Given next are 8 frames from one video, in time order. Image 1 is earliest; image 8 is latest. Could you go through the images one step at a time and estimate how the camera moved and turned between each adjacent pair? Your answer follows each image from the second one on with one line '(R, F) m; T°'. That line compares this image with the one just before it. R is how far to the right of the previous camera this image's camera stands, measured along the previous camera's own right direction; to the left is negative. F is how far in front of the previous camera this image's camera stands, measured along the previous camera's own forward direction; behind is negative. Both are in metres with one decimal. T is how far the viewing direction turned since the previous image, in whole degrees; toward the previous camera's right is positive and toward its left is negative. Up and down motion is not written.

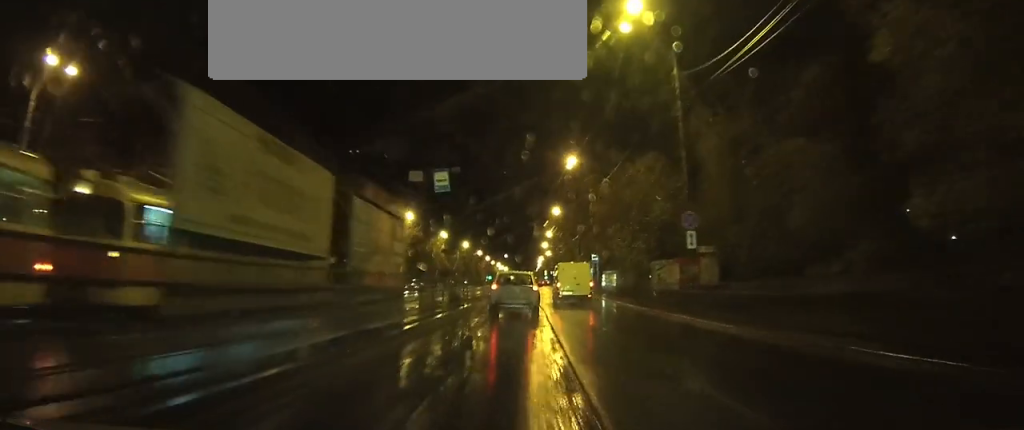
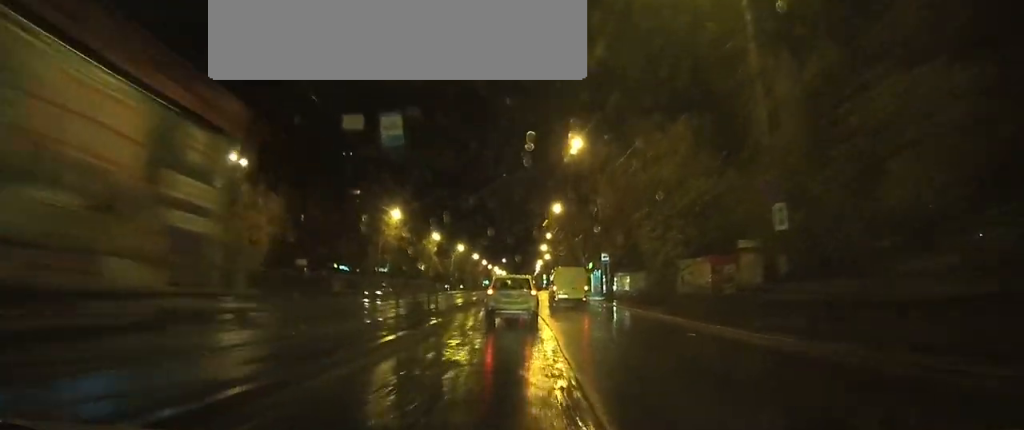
(0.0, +8.5) m; 0°
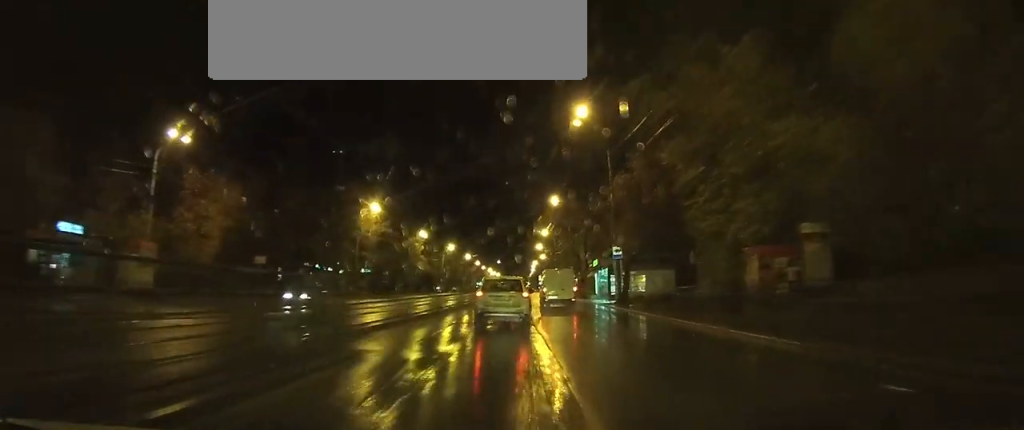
(0.0, +9.0) m; 0°
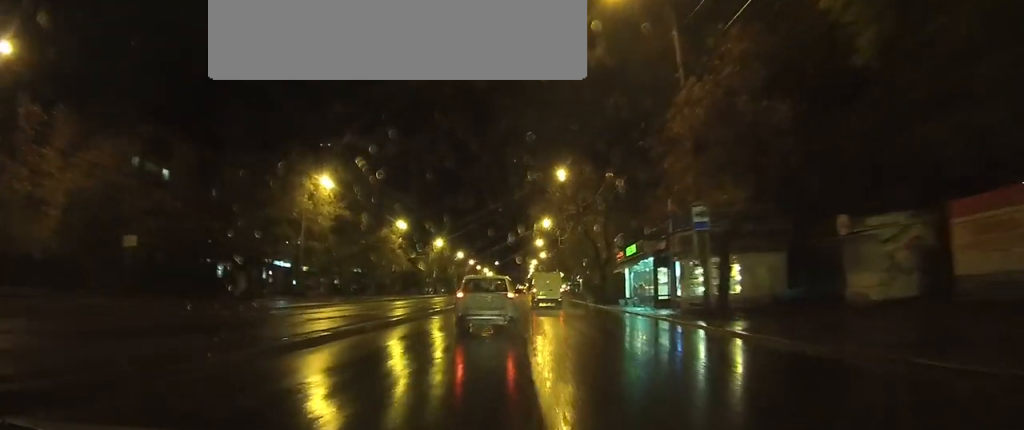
(0.0, +20.2) m; 0°
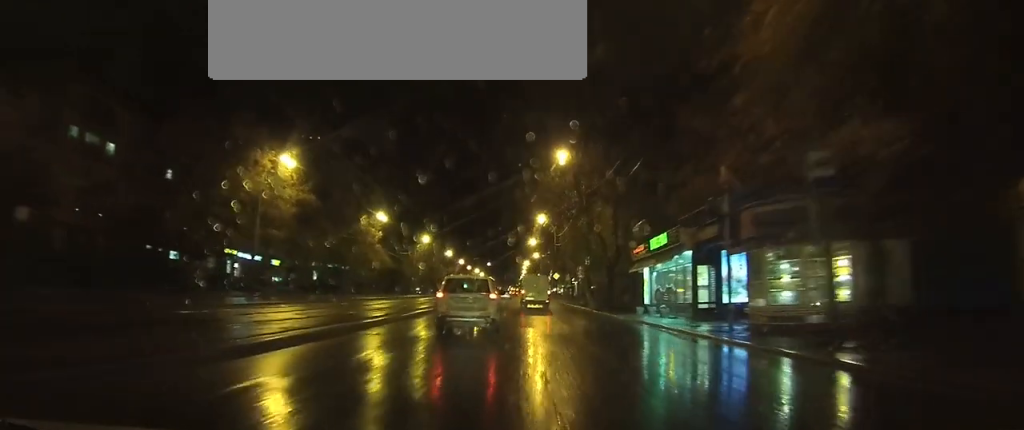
(0.0, +9.5) m; 0°
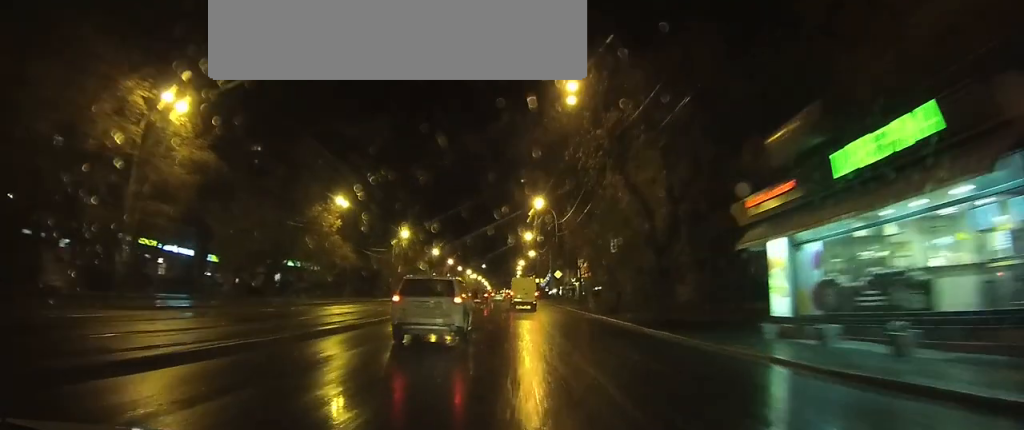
(+0.1, +18.1) m; 0°
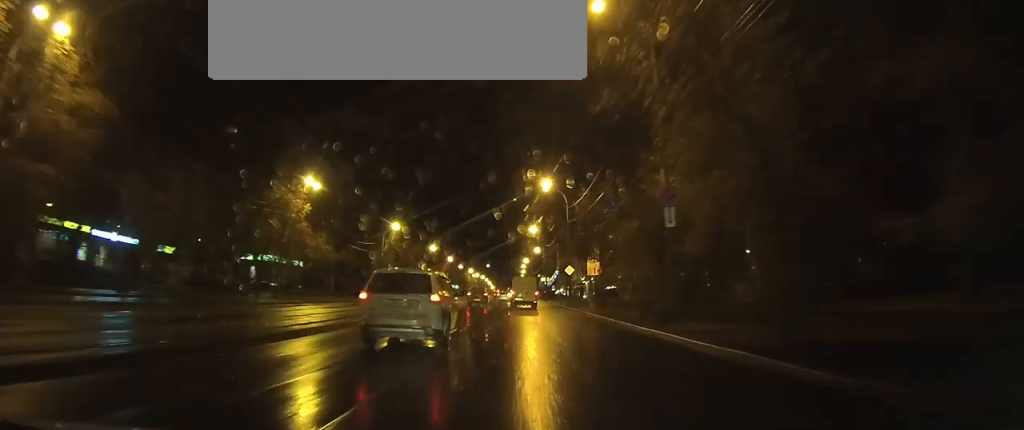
(0.0, +12.0) m; 0°
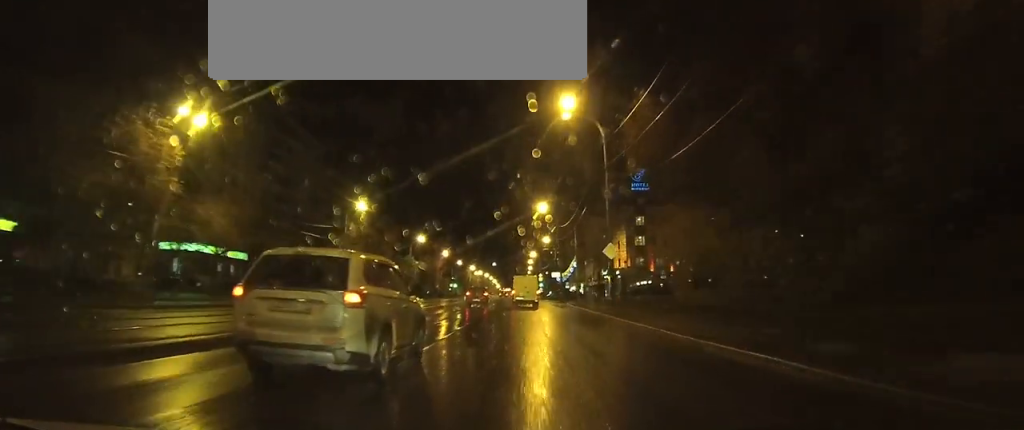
(-0.1, +24.5) m; 0°
